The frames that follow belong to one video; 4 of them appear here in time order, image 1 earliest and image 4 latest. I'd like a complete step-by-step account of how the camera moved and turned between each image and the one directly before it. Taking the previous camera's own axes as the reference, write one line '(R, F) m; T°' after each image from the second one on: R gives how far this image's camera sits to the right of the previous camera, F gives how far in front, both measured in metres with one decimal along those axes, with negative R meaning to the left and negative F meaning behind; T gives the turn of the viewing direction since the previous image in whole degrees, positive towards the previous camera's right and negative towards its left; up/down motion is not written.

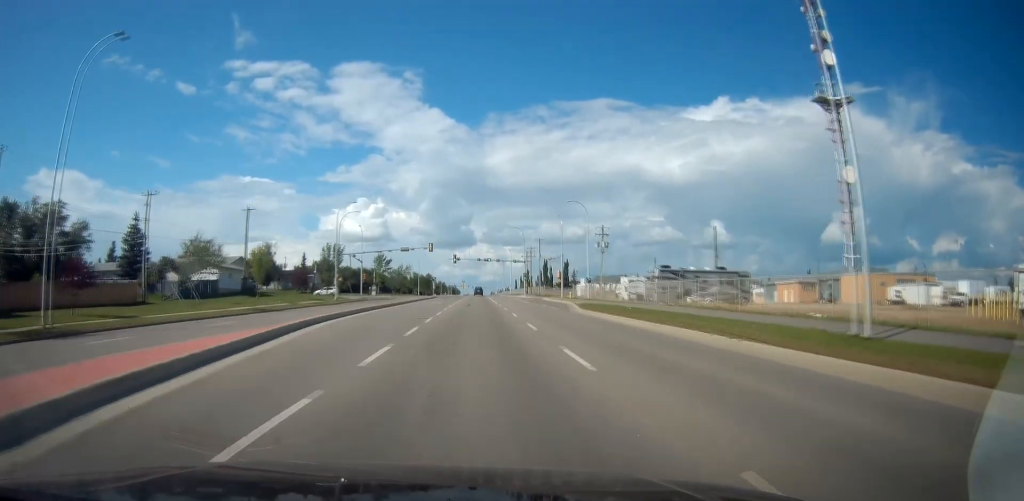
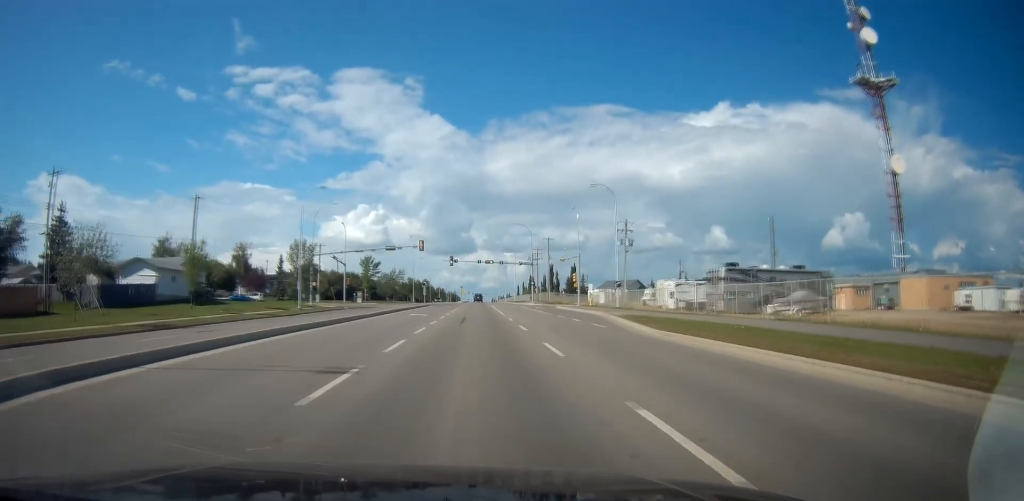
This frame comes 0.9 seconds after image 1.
(0.0, +14.9) m; 0°
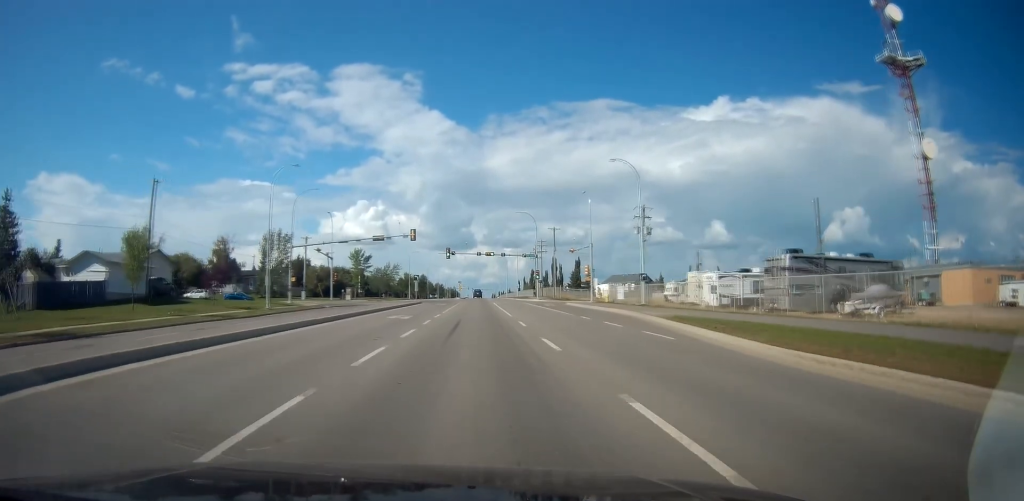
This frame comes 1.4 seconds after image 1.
(0.0, +8.8) m; 0°
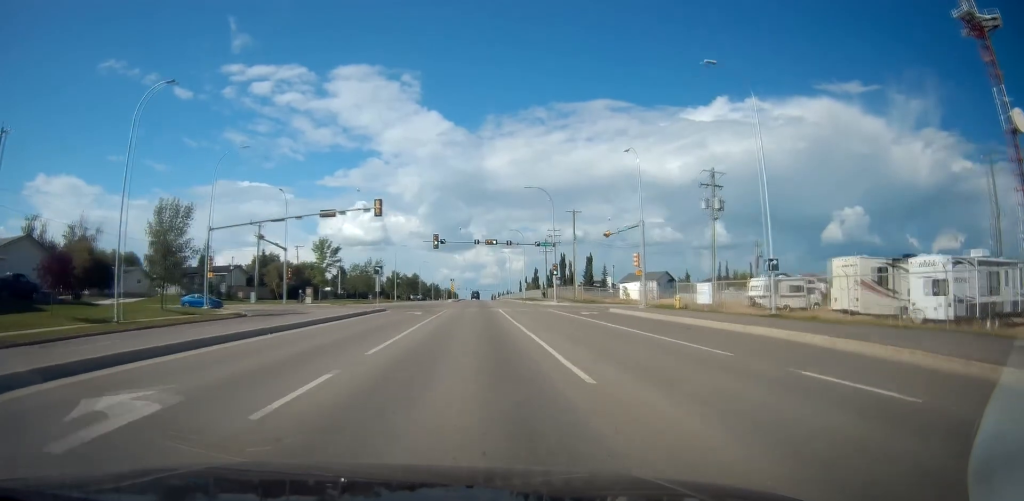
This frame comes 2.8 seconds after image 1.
(0.0, +22.1) m; 0°
